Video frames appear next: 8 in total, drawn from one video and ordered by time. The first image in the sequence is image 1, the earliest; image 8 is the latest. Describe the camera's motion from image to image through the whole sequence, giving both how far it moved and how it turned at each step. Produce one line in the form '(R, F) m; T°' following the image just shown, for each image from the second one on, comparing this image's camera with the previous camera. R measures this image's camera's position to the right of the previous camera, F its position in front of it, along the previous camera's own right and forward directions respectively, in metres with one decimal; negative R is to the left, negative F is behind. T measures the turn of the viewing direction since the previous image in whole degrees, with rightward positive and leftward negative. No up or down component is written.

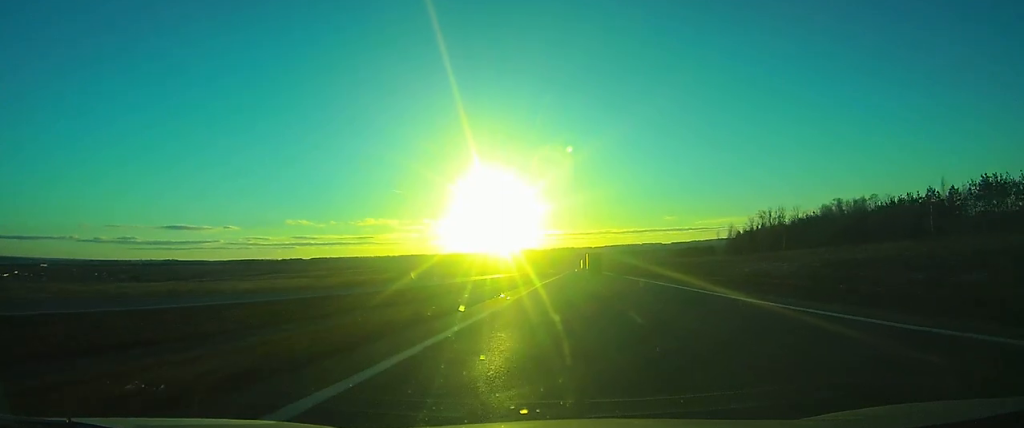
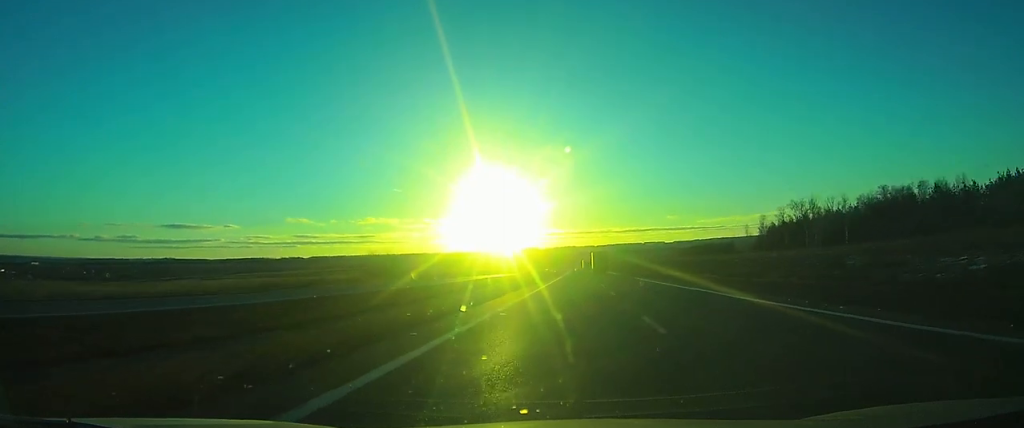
(0.0, +39.4) m; 0°
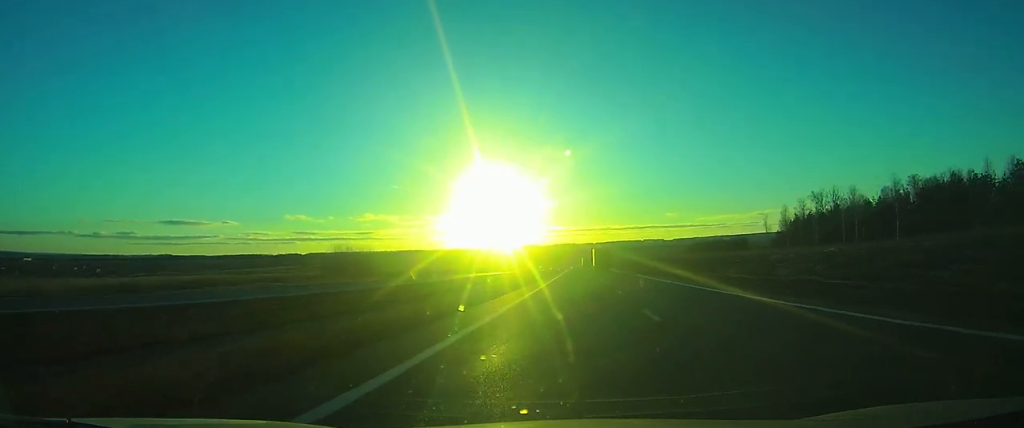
(0.0, +22.4) m; 0°
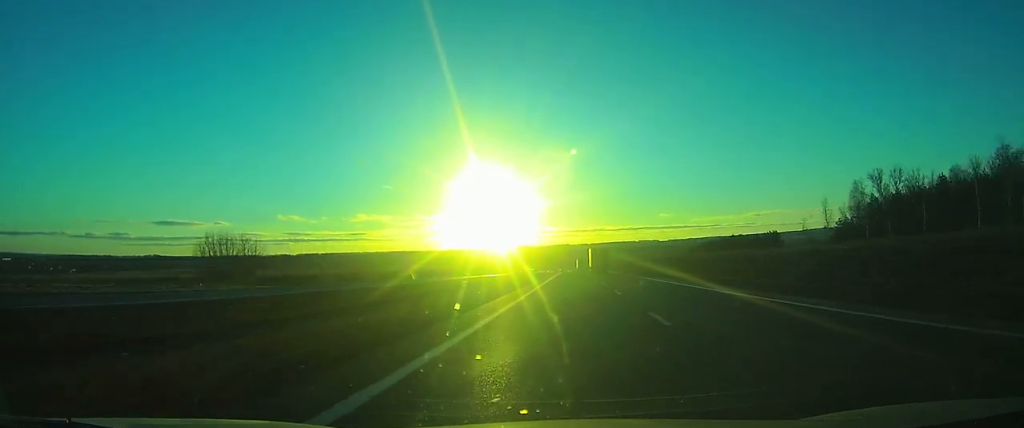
(+0.2, +48.9) m; 0°
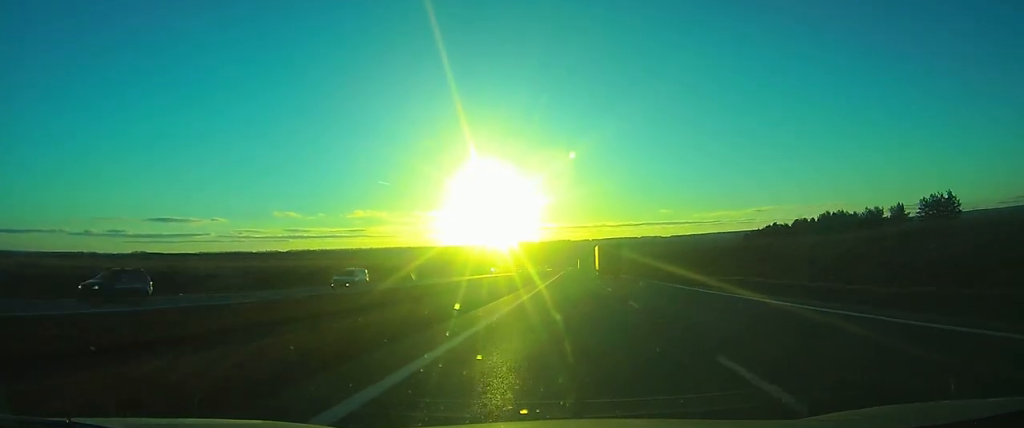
(+0.1, +98.3) m; 0°
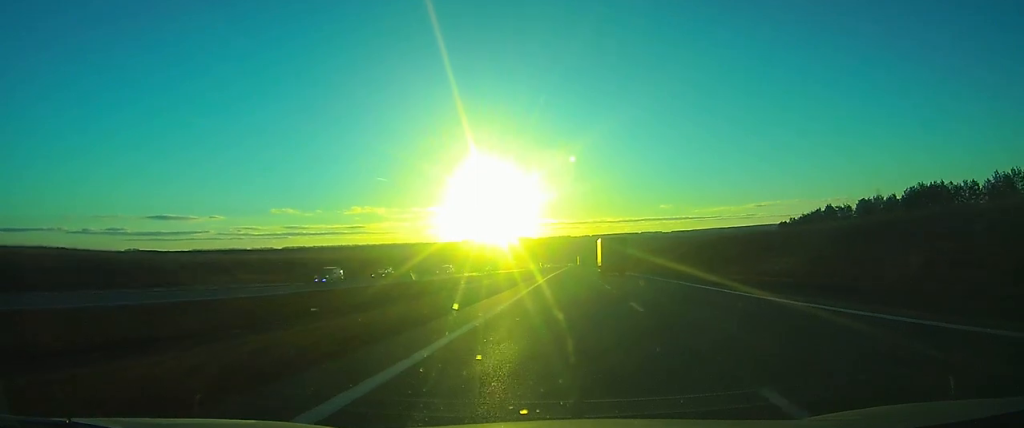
(-0.1, +51.3) m; 0°
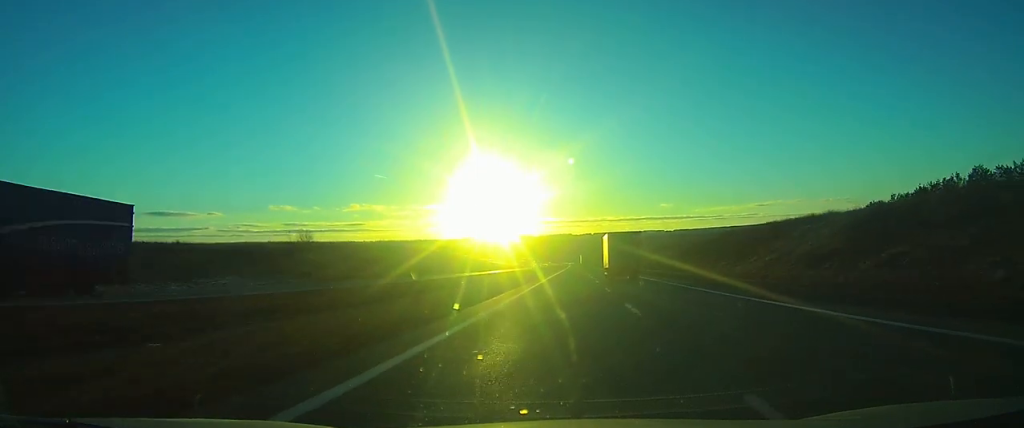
(-0.2, +74.1) m; 0°
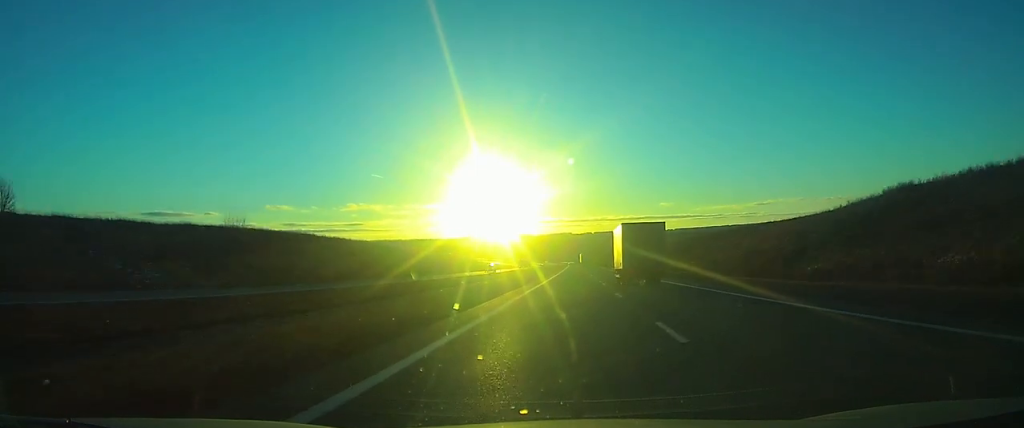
(-0.1, +64.0) m; 0°
